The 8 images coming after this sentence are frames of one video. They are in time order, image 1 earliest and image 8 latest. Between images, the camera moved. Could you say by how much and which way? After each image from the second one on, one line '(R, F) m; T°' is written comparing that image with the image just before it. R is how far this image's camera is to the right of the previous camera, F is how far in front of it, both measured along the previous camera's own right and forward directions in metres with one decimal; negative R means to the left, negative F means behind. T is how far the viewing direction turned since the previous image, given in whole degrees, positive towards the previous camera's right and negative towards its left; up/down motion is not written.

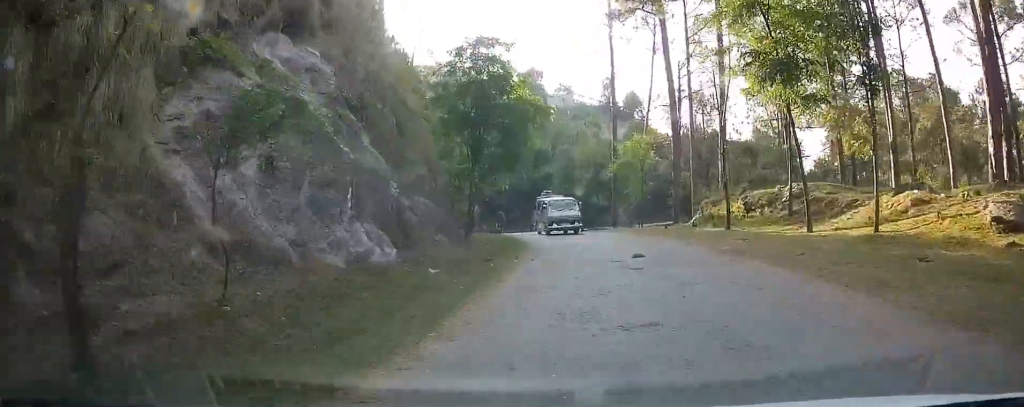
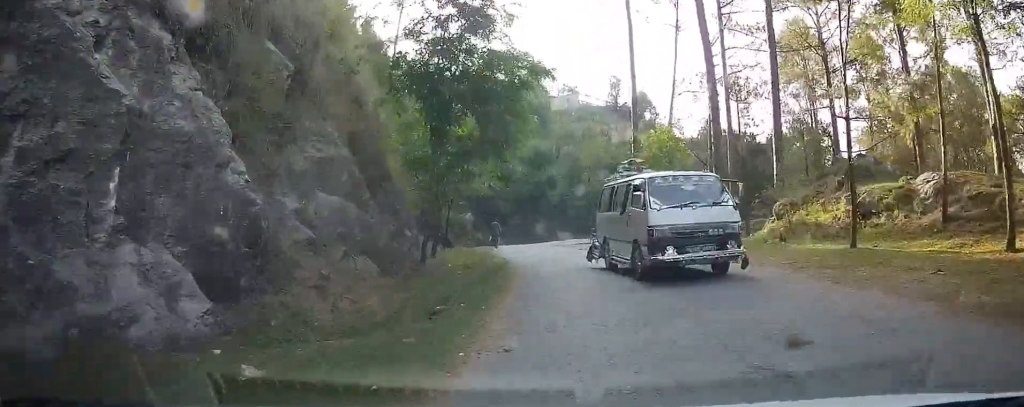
(+0.3, +12.7) m; +1°
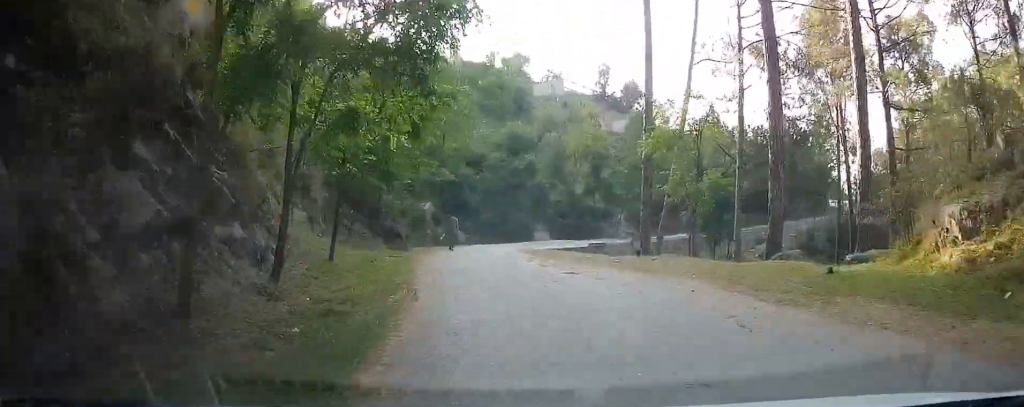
(+0.3, +12.9) m; -1°
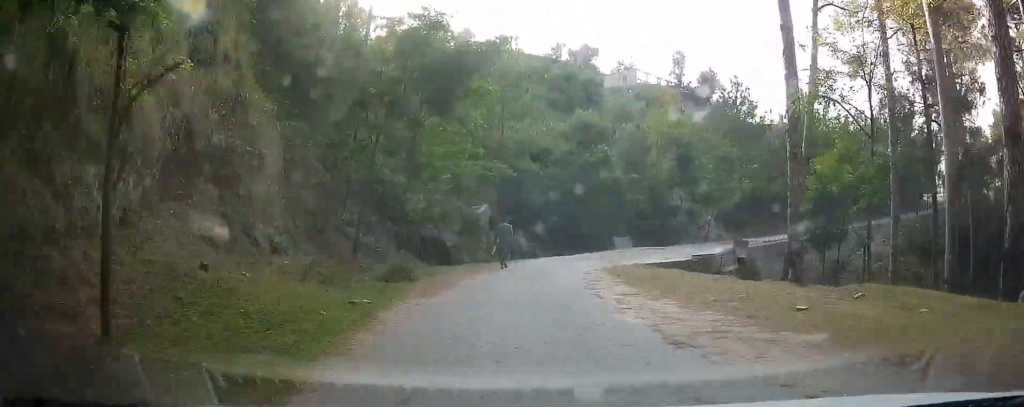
(-0.5, +7.7) m; -2°
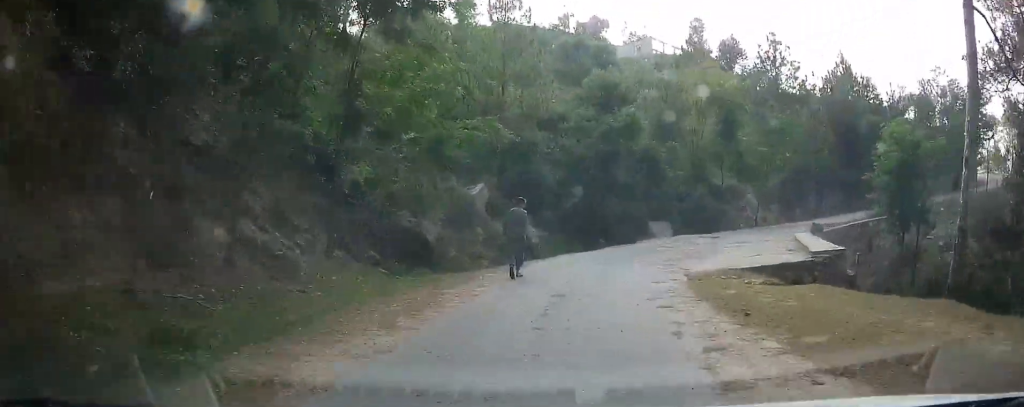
(+0.2, +8.3) m; +1°
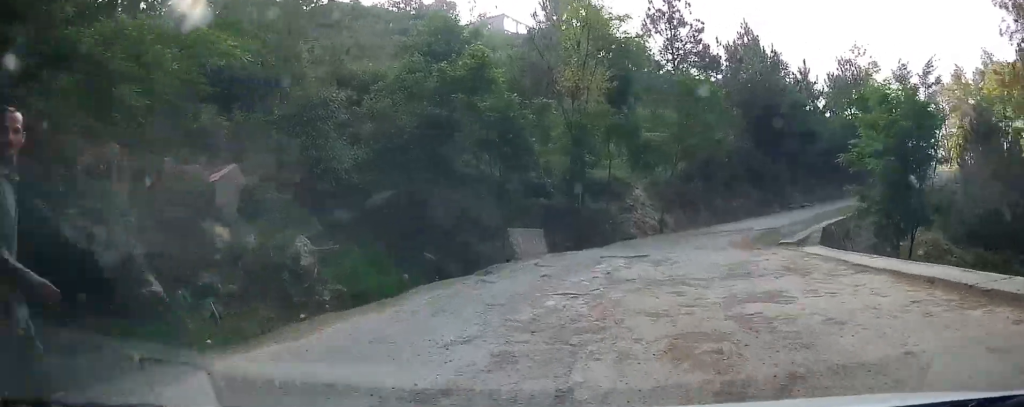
(+0.3, +13.0) m; +9°
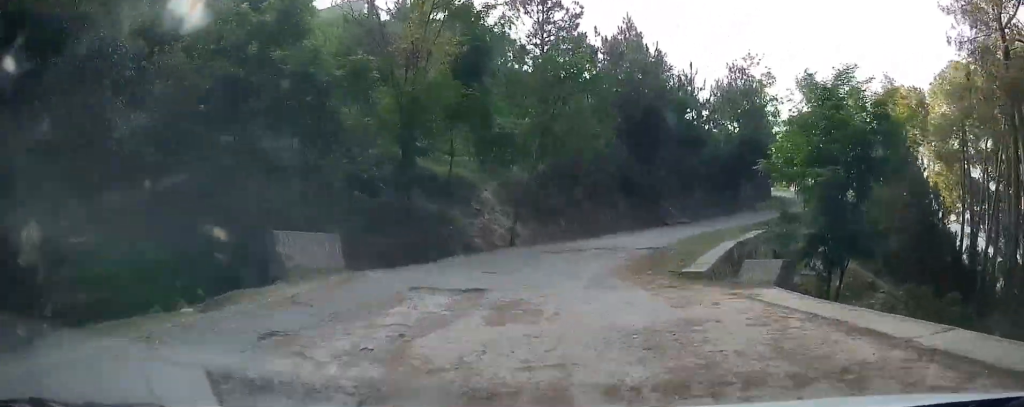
(+0.6, +5.4) m; +5°
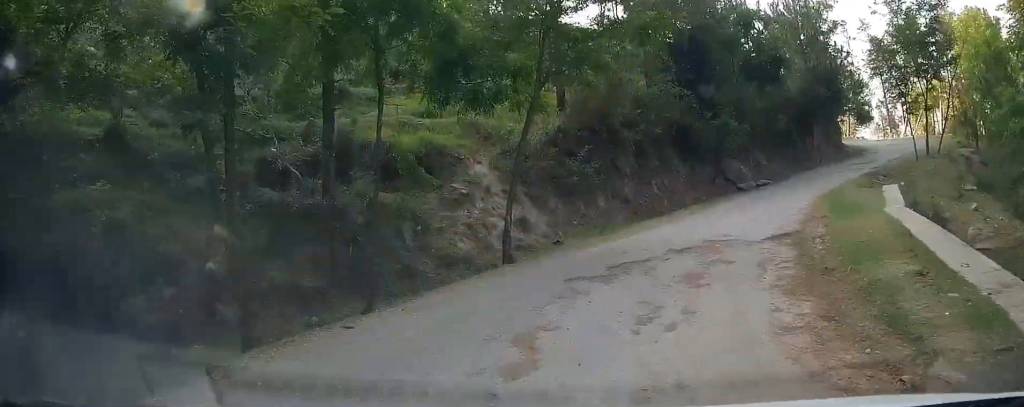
(+1.1, +11.6) m; +8°
